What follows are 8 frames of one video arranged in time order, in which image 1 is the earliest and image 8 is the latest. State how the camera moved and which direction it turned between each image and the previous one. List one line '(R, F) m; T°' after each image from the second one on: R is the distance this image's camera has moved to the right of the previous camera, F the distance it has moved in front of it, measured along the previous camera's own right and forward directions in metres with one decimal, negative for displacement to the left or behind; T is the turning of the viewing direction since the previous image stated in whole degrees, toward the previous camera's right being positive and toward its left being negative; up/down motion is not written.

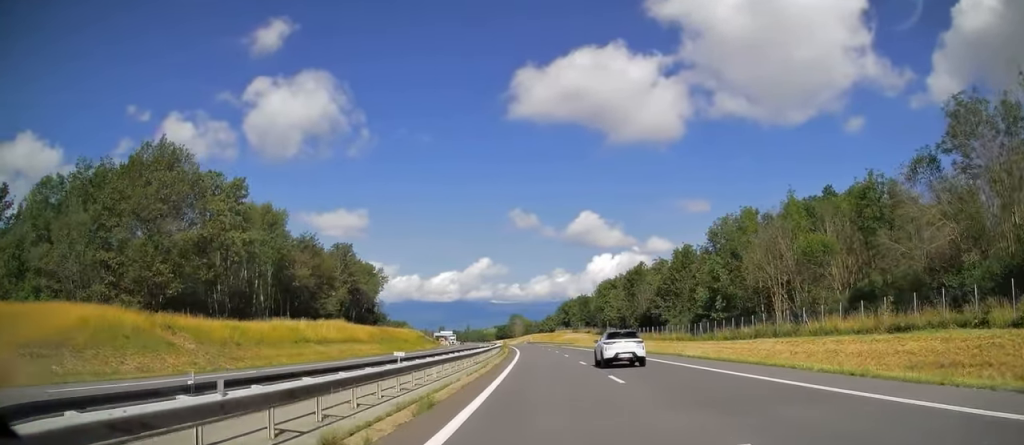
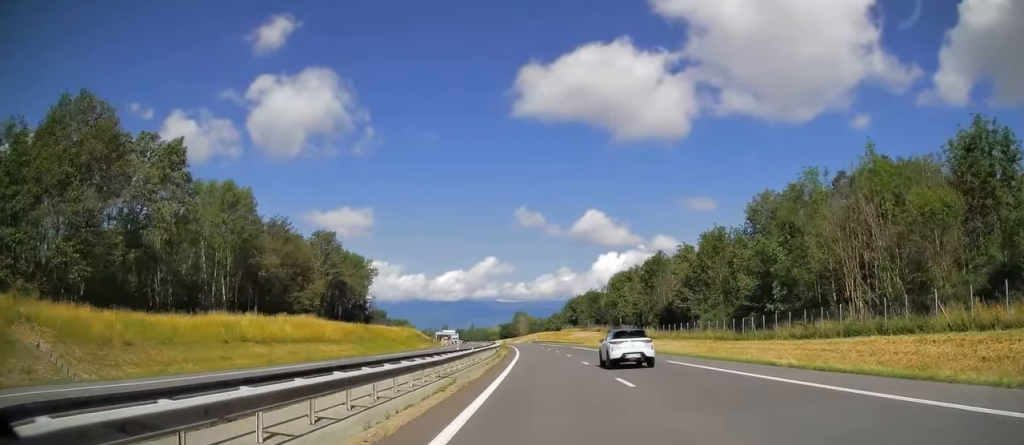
(0.0, +14.5) m; -1°
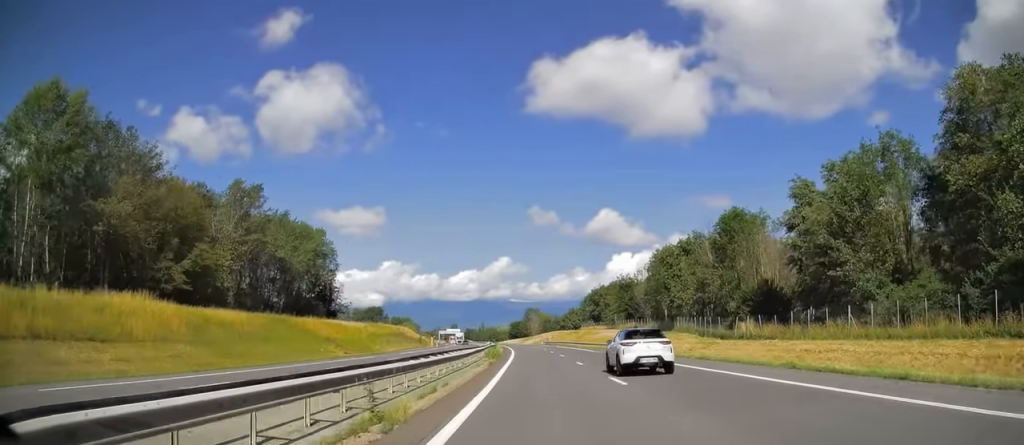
(-0.7, +38.2) m; -2°
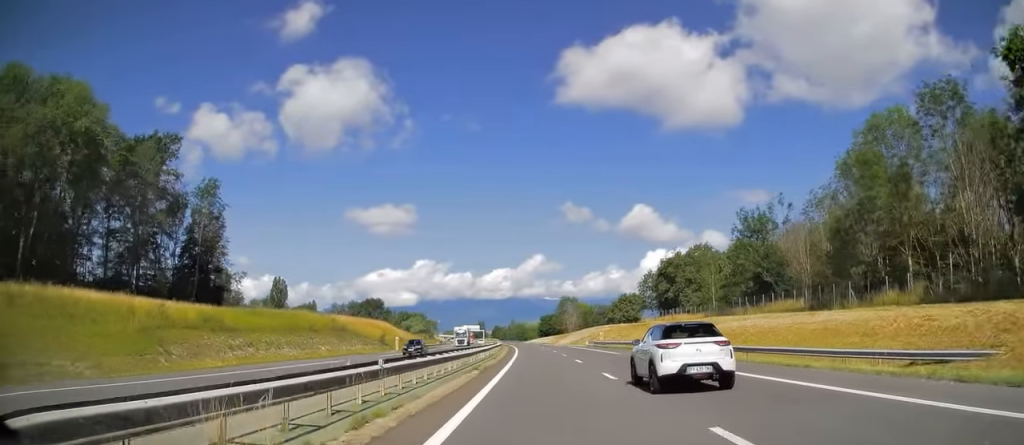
(-1.8, +62.9) m; -3°
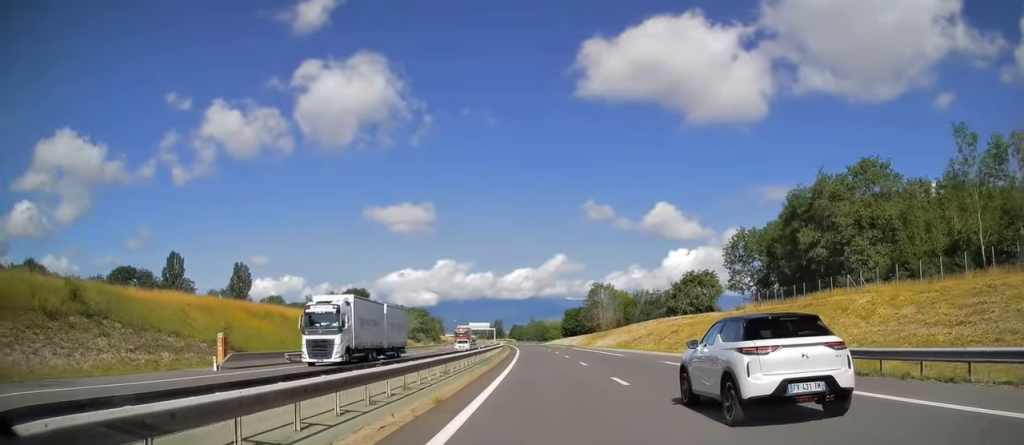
(-1.1, +53.7) m; -2°
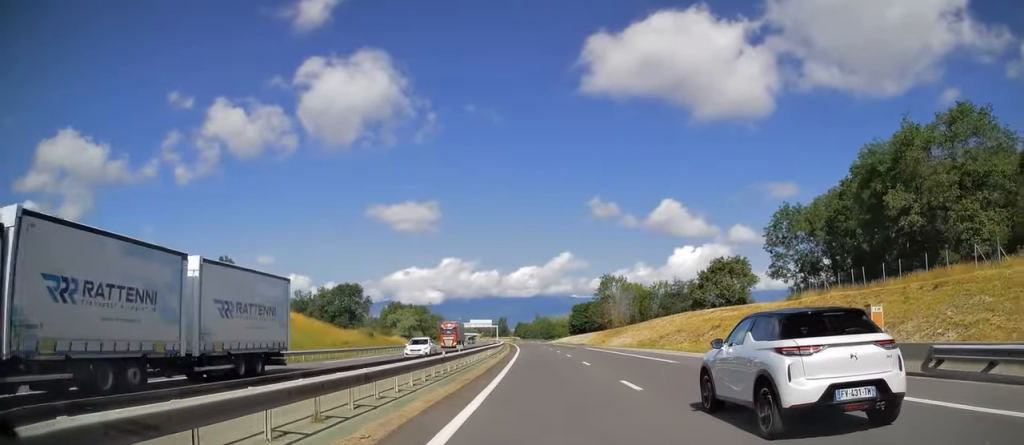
(-0.1, +15.1) m; 0°
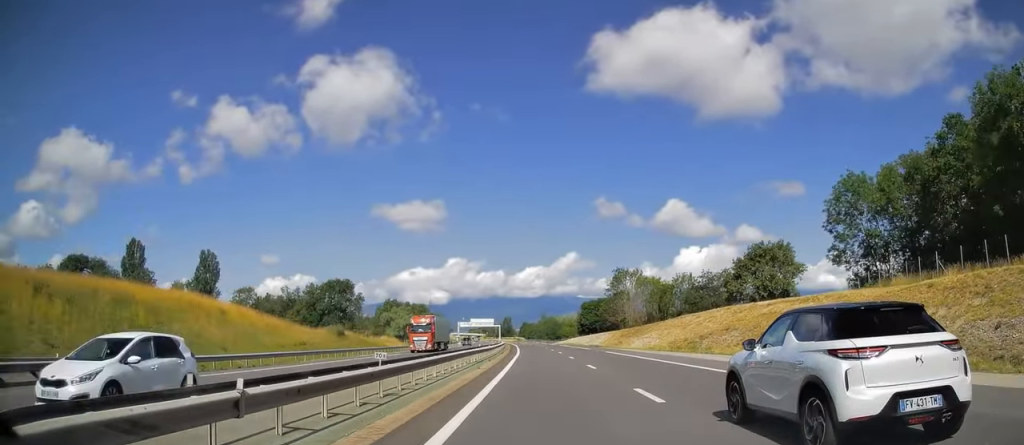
(0.0, +15.6) m; 0°
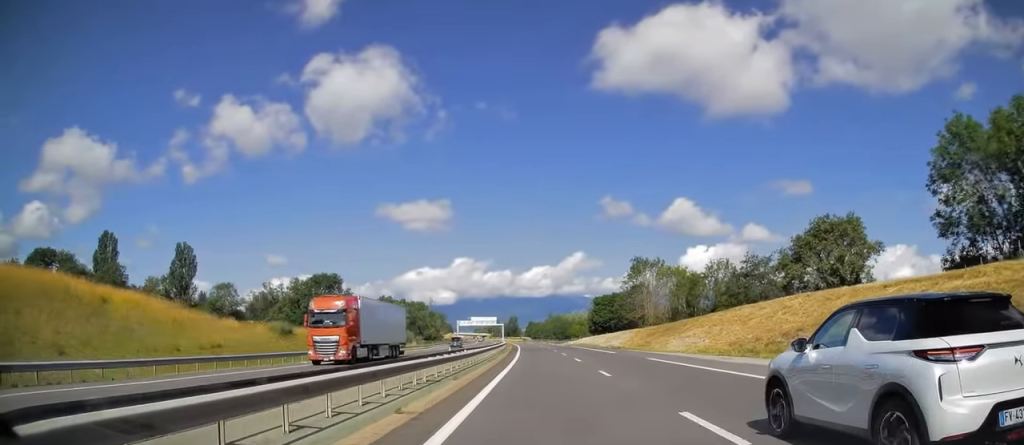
(-0.2, +17.7) m; -1°
